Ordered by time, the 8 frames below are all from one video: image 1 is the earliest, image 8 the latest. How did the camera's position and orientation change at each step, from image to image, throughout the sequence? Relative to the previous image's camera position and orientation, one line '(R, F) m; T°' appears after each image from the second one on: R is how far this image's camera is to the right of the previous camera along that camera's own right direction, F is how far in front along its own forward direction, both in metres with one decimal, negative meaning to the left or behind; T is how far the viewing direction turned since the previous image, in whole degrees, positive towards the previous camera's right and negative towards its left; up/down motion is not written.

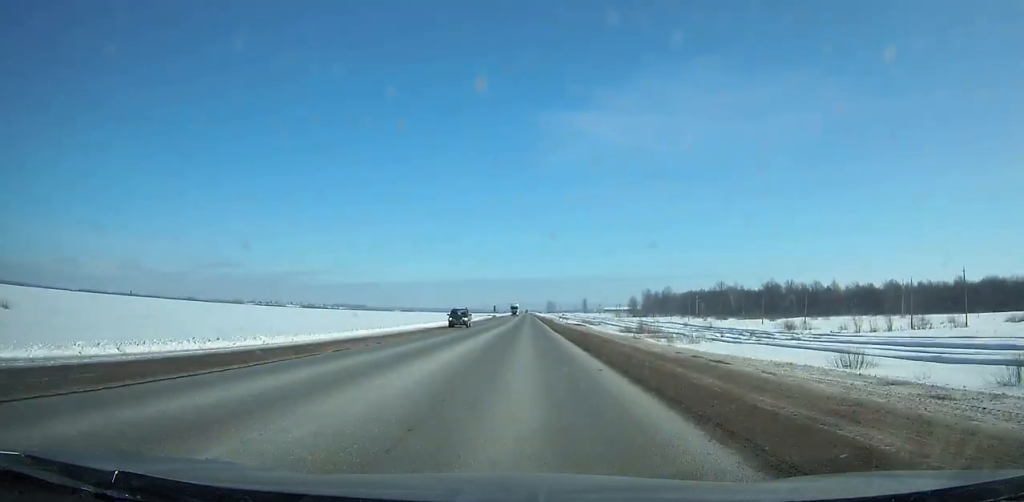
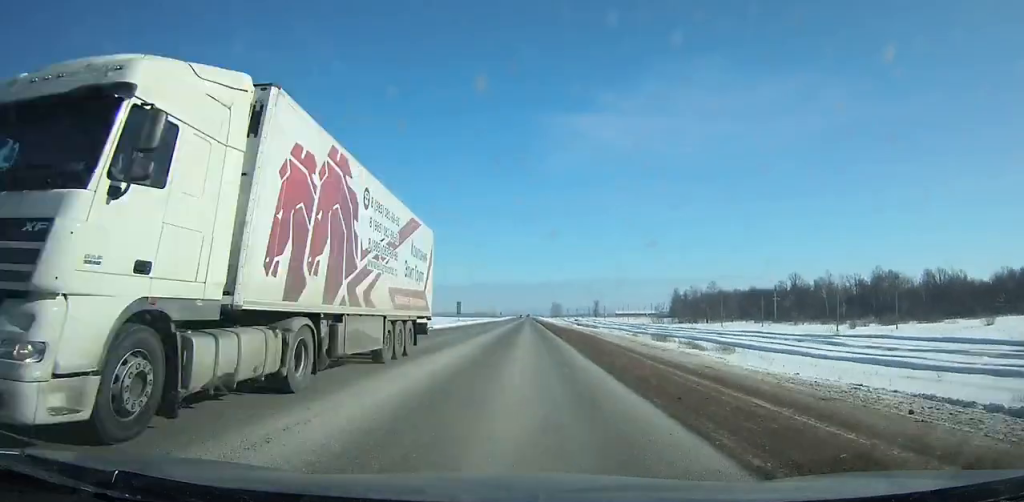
(-0.1, +108.2) m; 0°
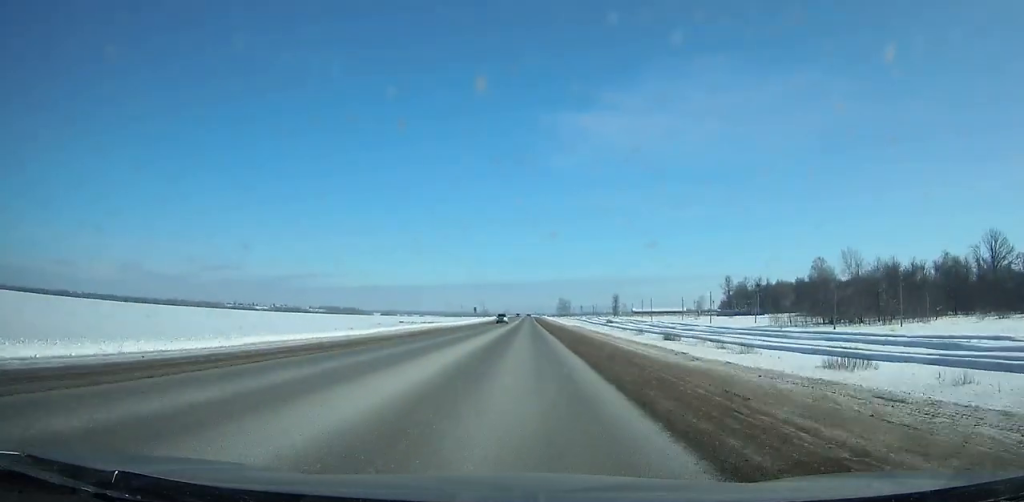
(-0.1, +133.4) m; 0°
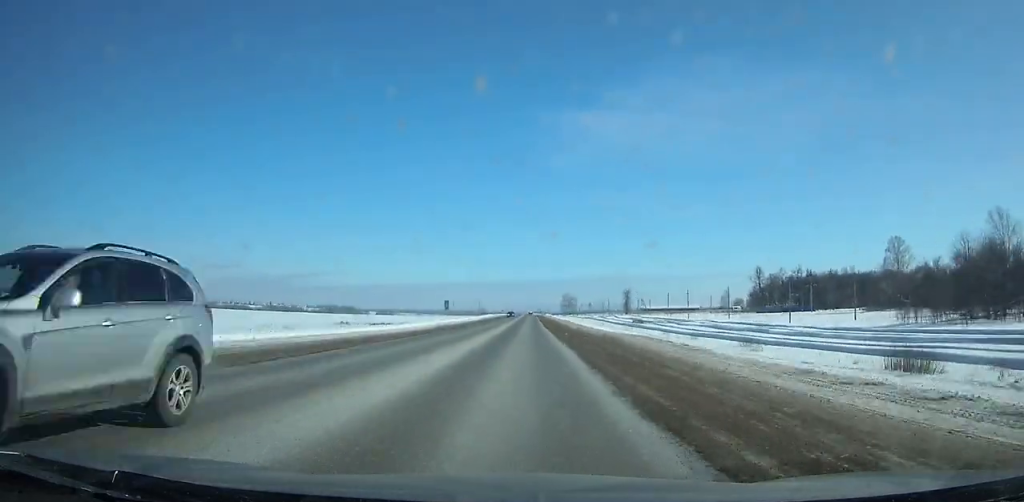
(0.0, +50.1) m; 0°
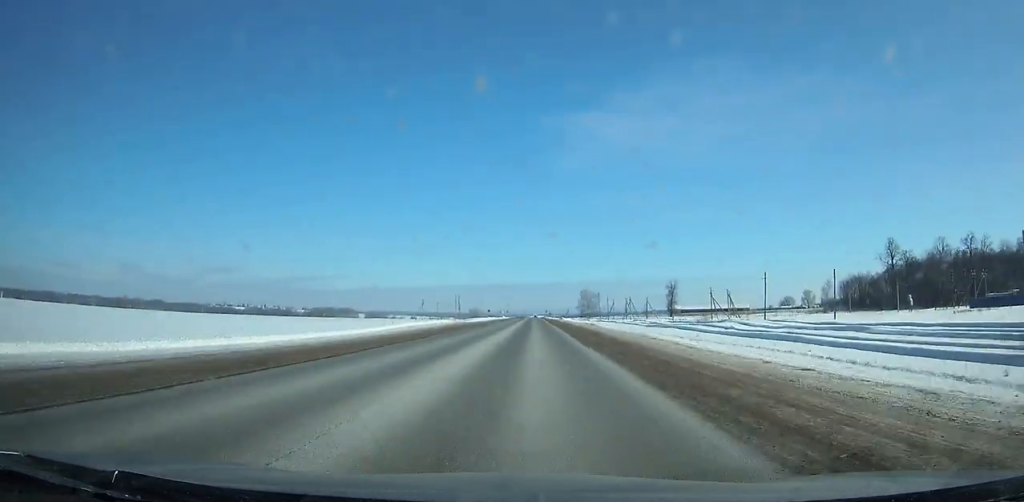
(+0.3, +123.3) m; 0°
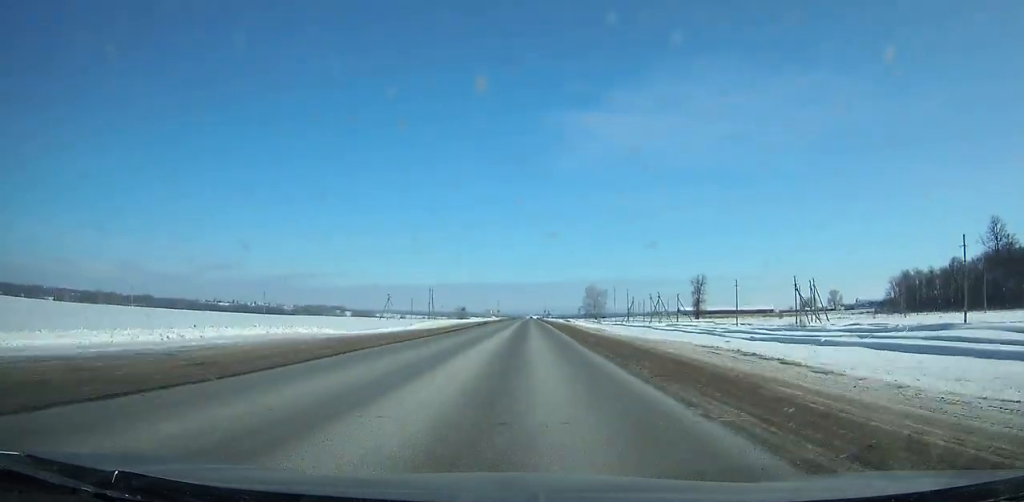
(+0.1, +56.4) m; 0°
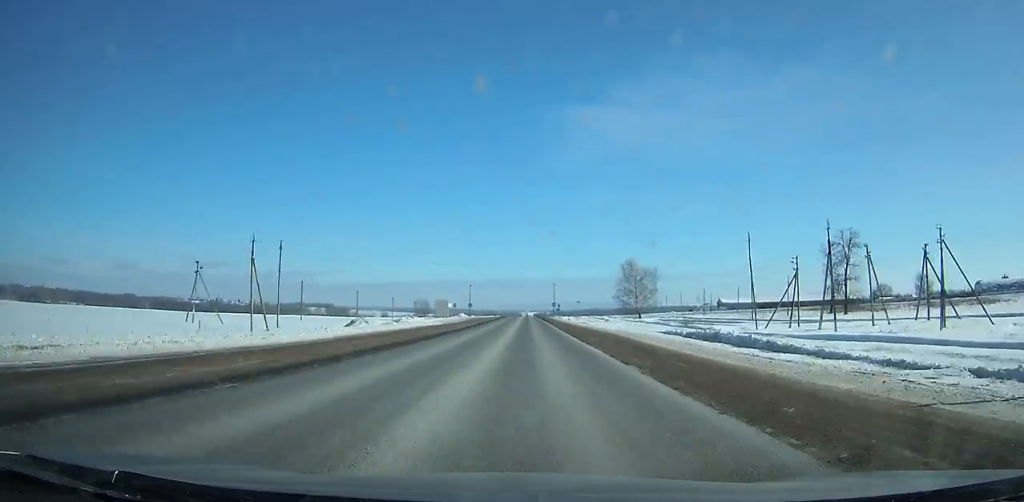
(+0.2, +121.1) m; 0°
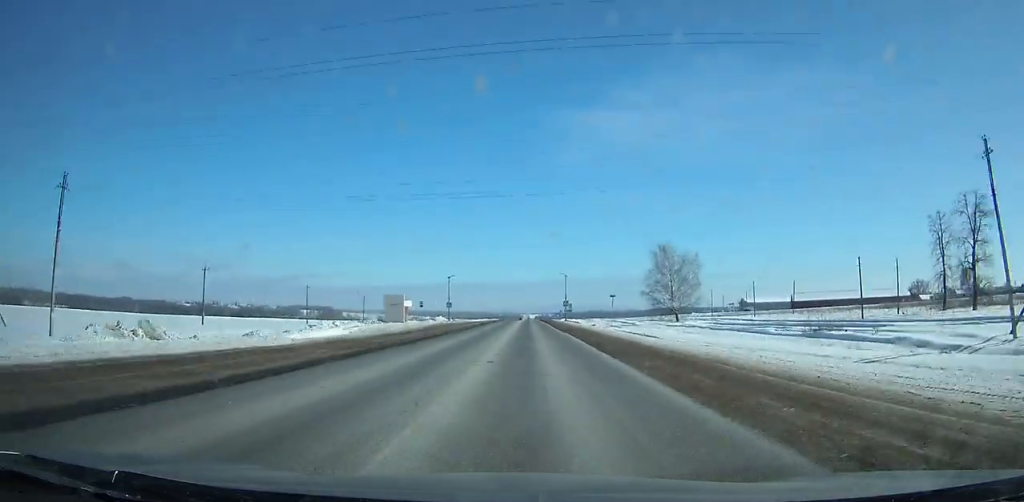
(+0.1, +42.2) m; 0°
